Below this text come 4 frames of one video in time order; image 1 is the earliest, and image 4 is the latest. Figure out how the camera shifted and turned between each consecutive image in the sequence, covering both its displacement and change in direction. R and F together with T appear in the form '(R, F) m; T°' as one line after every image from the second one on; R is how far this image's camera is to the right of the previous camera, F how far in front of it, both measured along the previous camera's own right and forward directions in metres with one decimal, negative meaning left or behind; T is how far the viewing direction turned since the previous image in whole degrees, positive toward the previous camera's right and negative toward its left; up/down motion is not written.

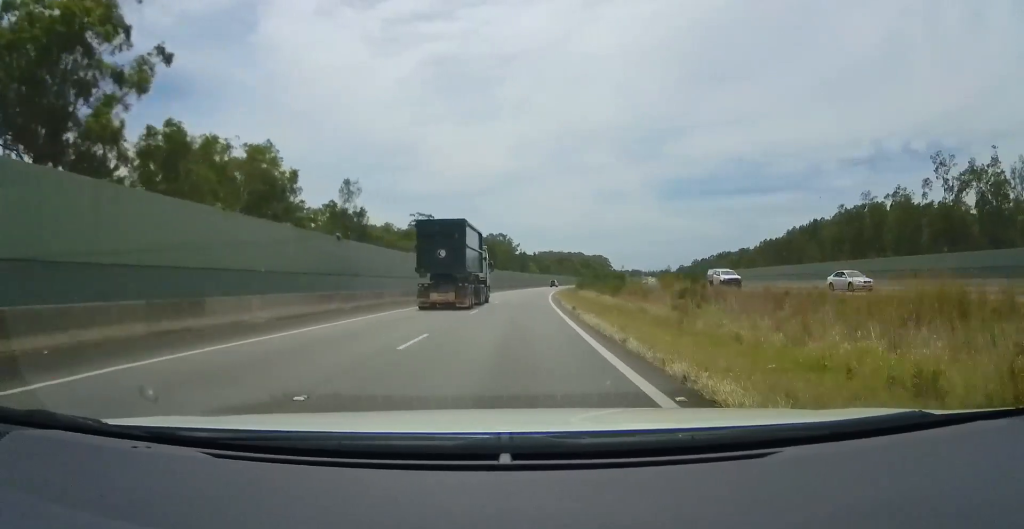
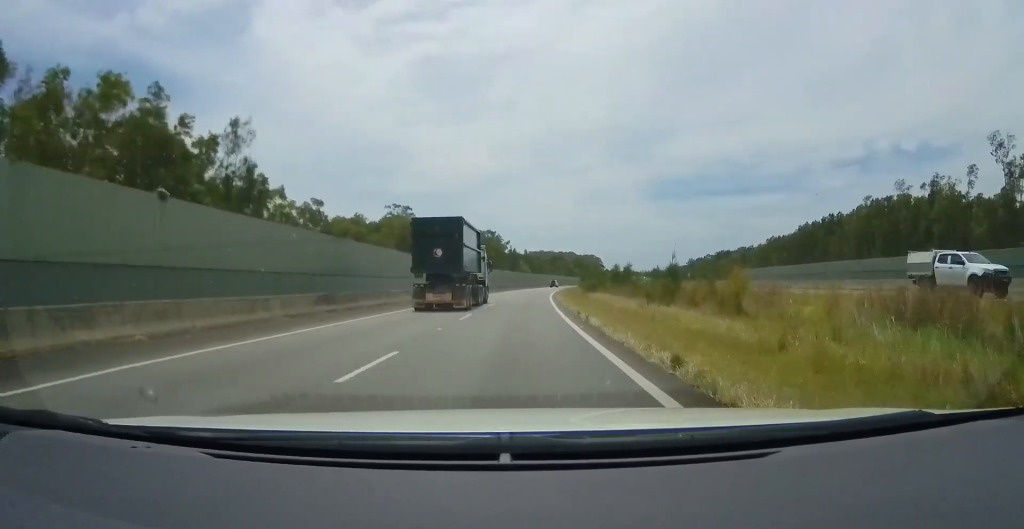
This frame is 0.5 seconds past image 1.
(+0.1, +15.3) m; +1°
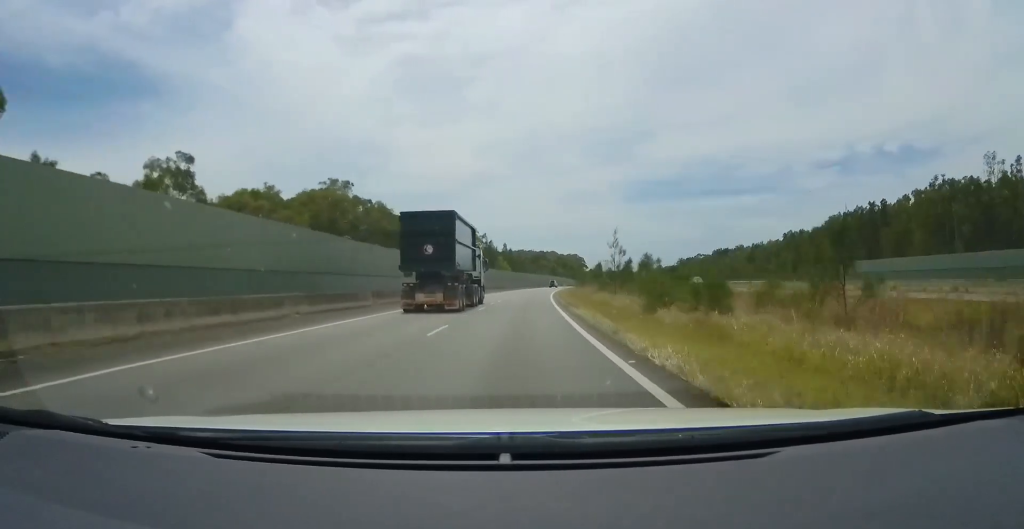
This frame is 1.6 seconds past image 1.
(+0.7, +30.6) m; +2°
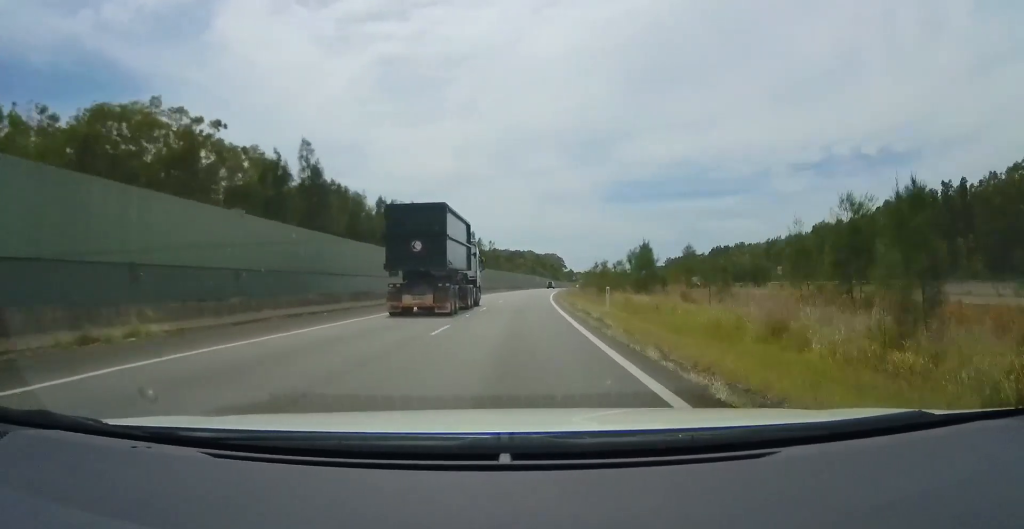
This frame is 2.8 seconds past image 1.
(+0.7, +36.5) m; +3°
